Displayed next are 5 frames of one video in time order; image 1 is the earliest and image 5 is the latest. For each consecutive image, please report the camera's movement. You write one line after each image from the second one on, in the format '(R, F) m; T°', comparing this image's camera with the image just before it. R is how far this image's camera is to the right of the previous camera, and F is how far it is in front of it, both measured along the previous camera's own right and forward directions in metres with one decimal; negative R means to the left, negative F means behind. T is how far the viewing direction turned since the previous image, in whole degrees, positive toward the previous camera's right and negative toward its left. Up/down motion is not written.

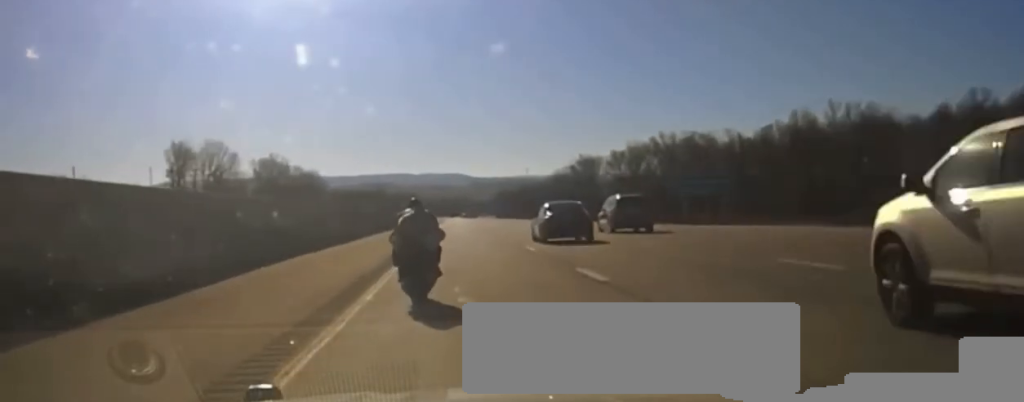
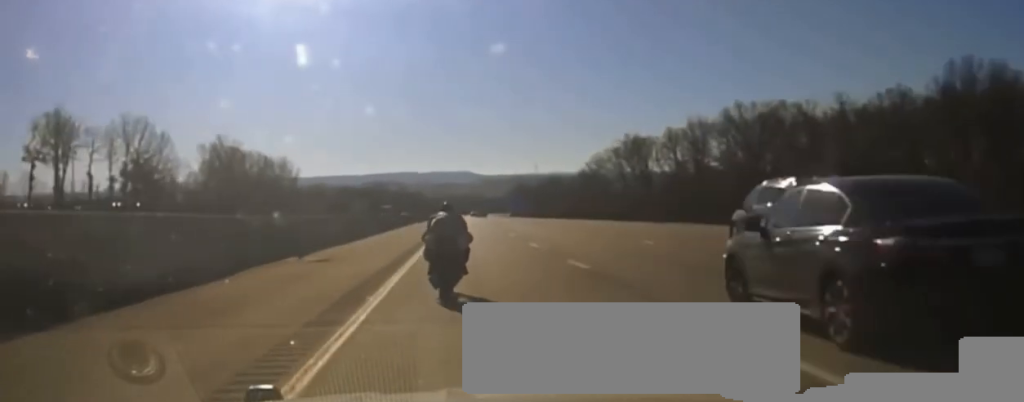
(-0.3, +60.3) m; 0°
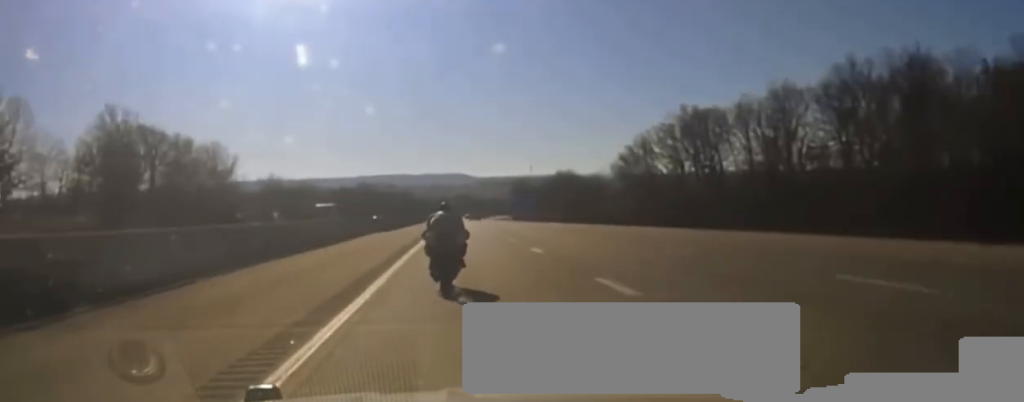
(+0.1, +56.2) m; 0°
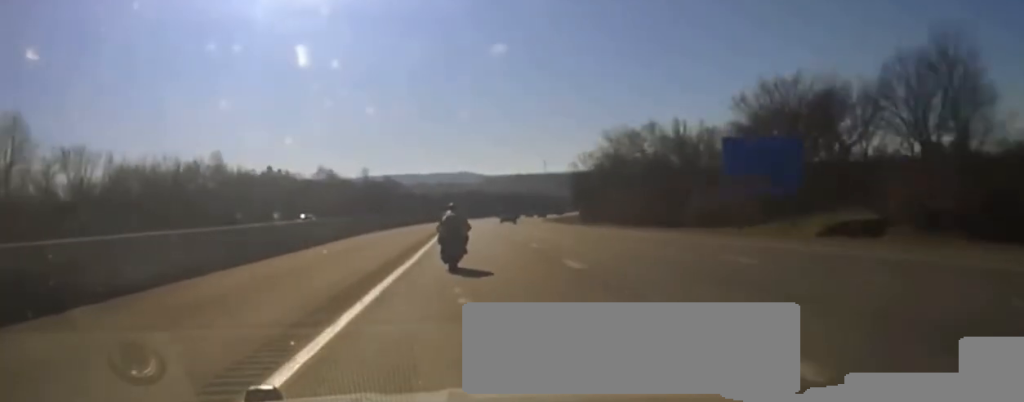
(0.0, +176.9) m; 0°
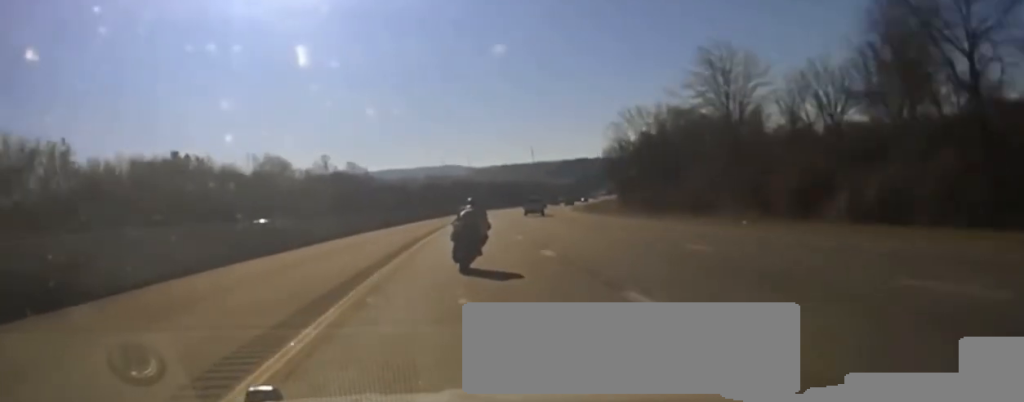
(+0.7, +69.3) m; +2°
